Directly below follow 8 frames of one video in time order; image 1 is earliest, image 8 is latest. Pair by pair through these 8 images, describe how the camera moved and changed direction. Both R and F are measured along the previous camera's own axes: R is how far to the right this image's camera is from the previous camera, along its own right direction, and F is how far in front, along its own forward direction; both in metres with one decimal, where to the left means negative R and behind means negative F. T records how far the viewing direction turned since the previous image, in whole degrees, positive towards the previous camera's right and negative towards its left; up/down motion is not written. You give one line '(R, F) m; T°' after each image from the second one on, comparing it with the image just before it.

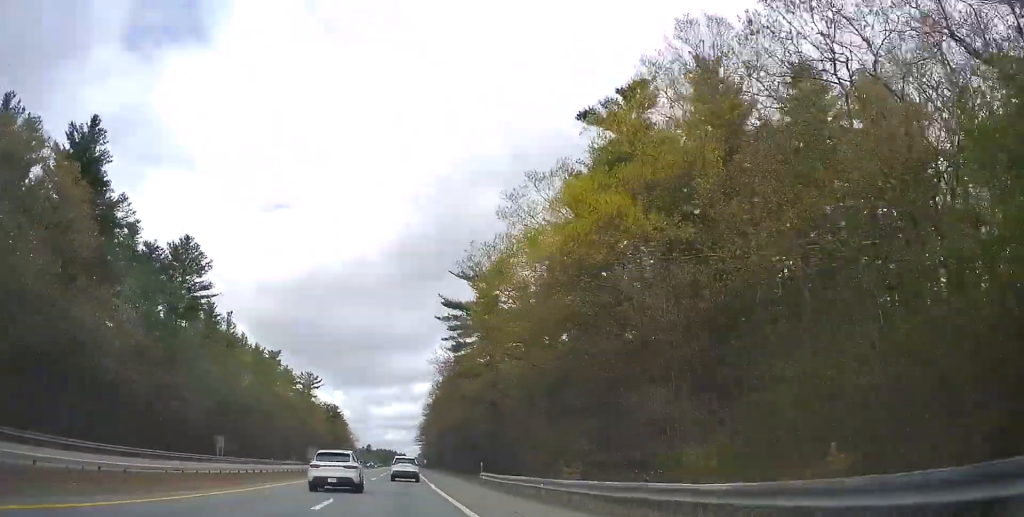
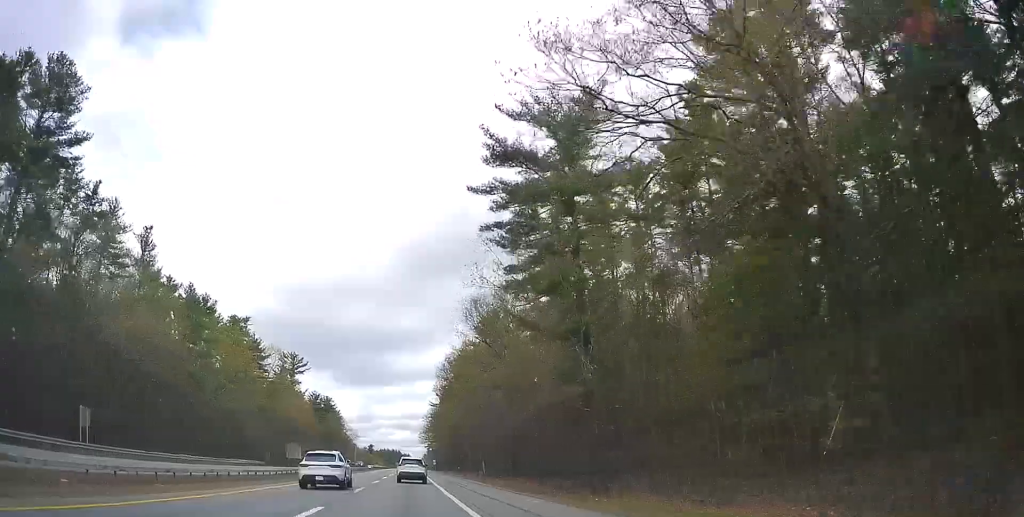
(+0.3, +38.0) m; +2°
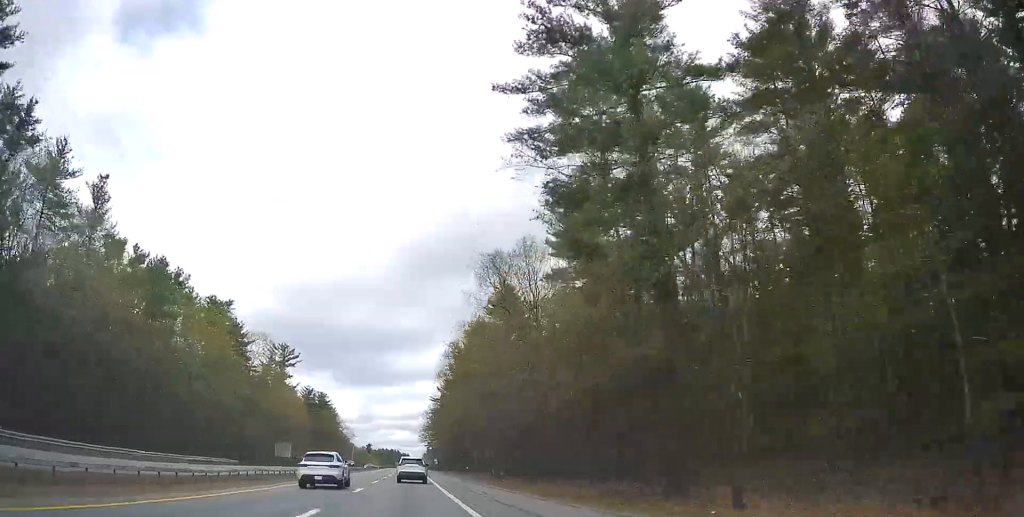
(+0.1, +12.4) m; 0°
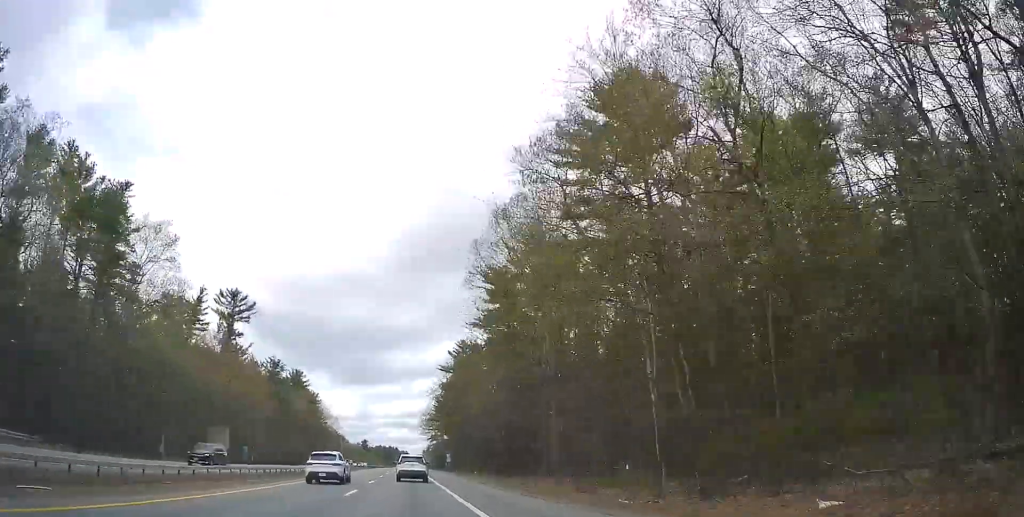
(-0.6, +48.8) m; 0°
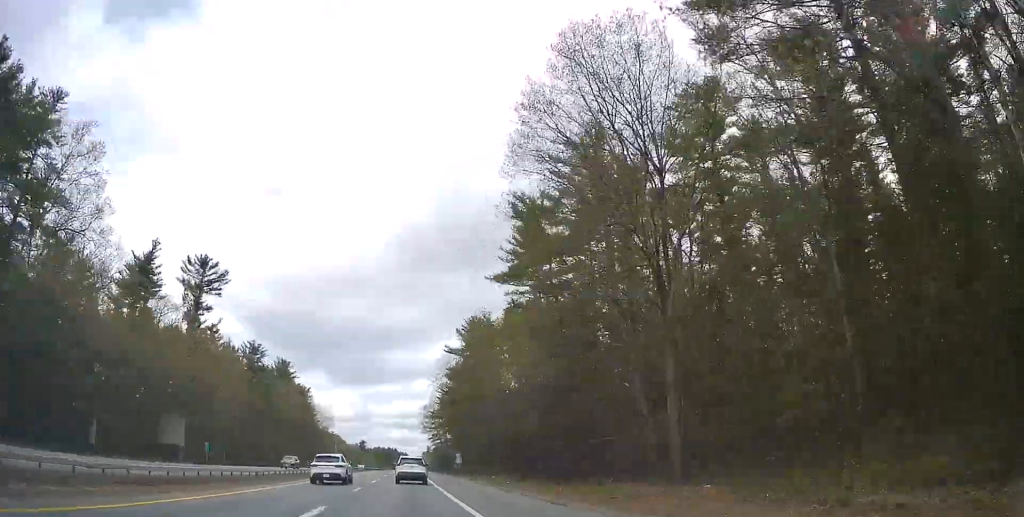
(+0.6, +19.6) m; +1°
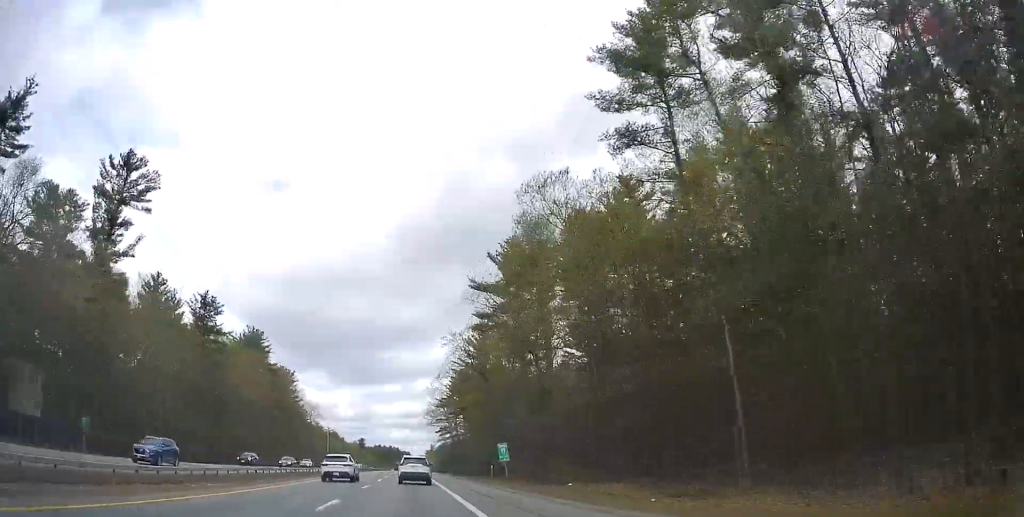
(-0.2, +34.0) m; -1°
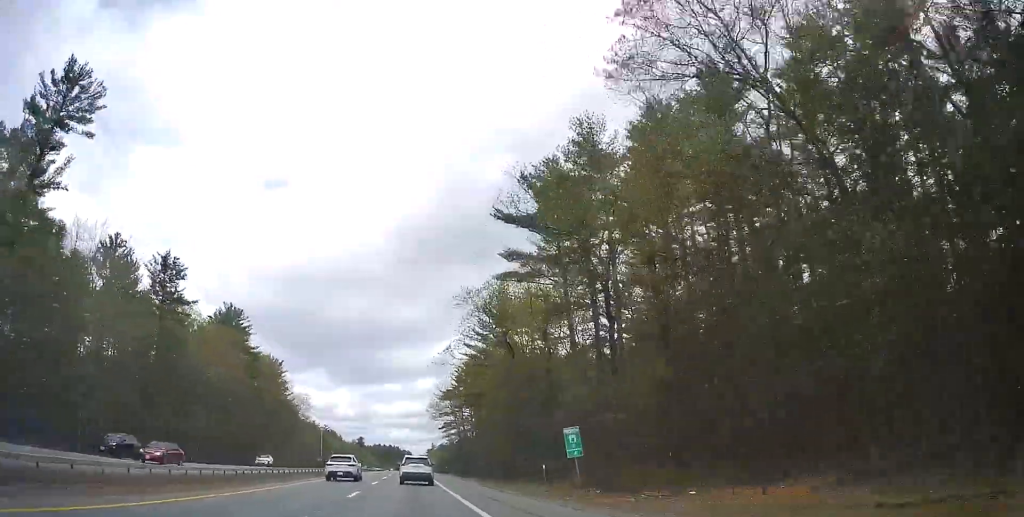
(0.0, +17.6) m; 0°
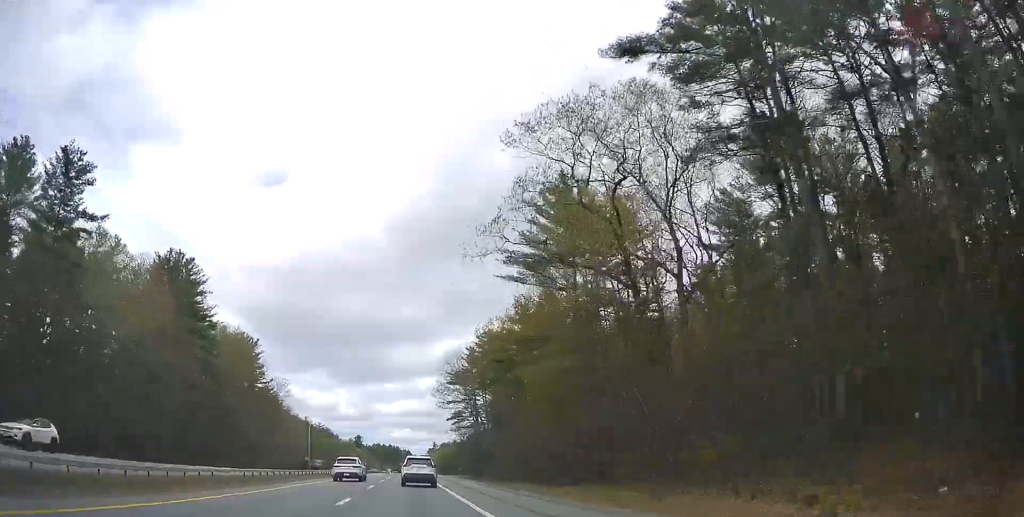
(-0.2, +28.1) m; -1°
